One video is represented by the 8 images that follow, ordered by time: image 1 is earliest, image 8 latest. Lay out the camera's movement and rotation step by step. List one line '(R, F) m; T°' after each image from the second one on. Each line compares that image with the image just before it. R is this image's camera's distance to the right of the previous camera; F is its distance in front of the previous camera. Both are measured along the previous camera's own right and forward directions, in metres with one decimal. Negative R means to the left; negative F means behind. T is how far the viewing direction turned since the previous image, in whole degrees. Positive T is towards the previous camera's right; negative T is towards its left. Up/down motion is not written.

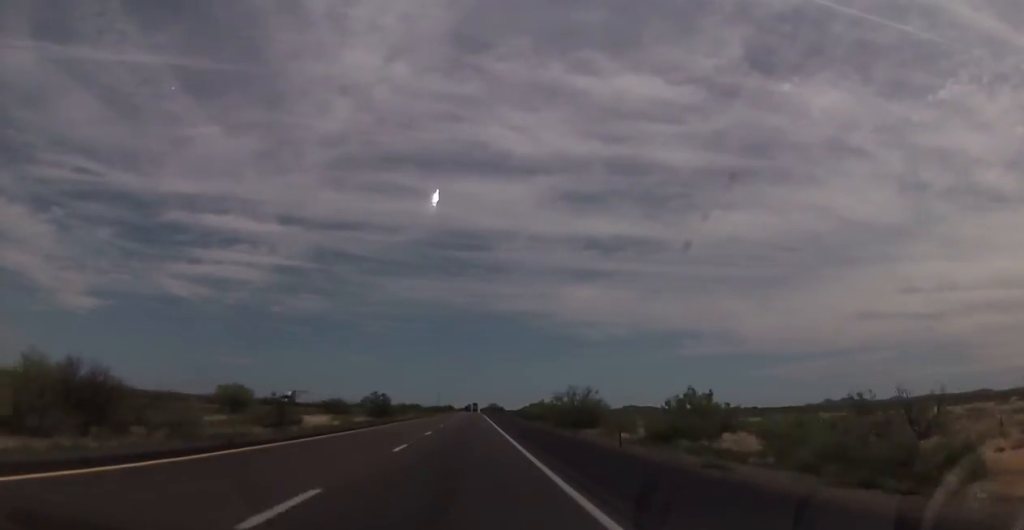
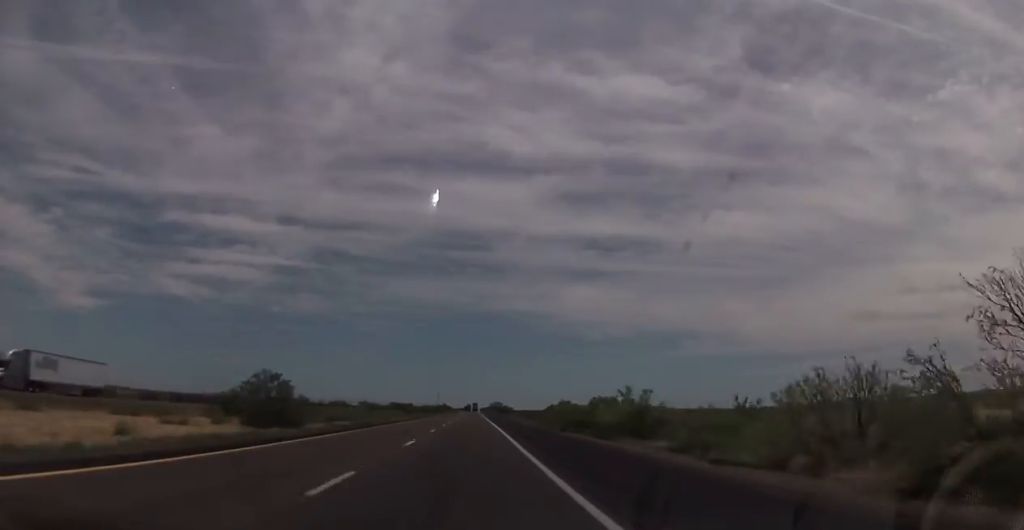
(+0.3, +56.0) m; 0°
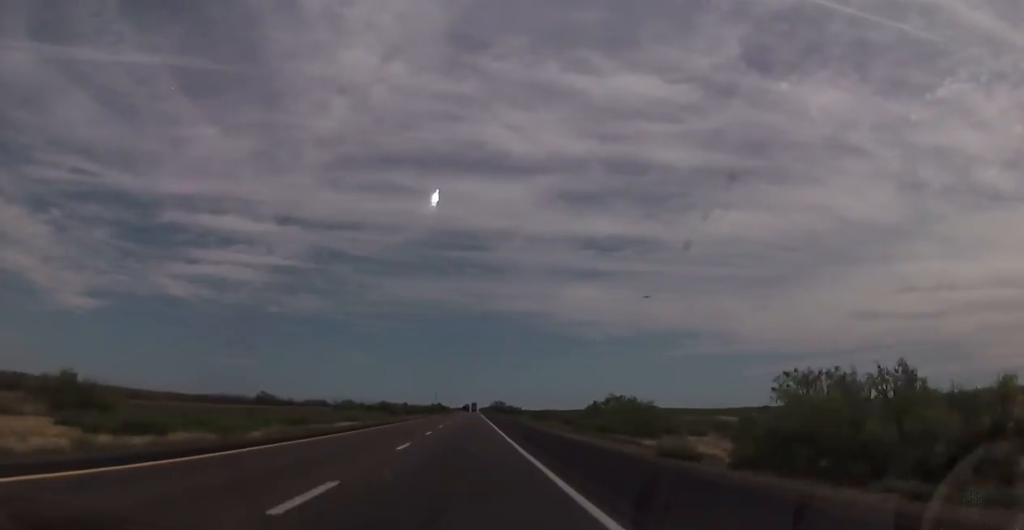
(-0.2, +42.1) m; 0°
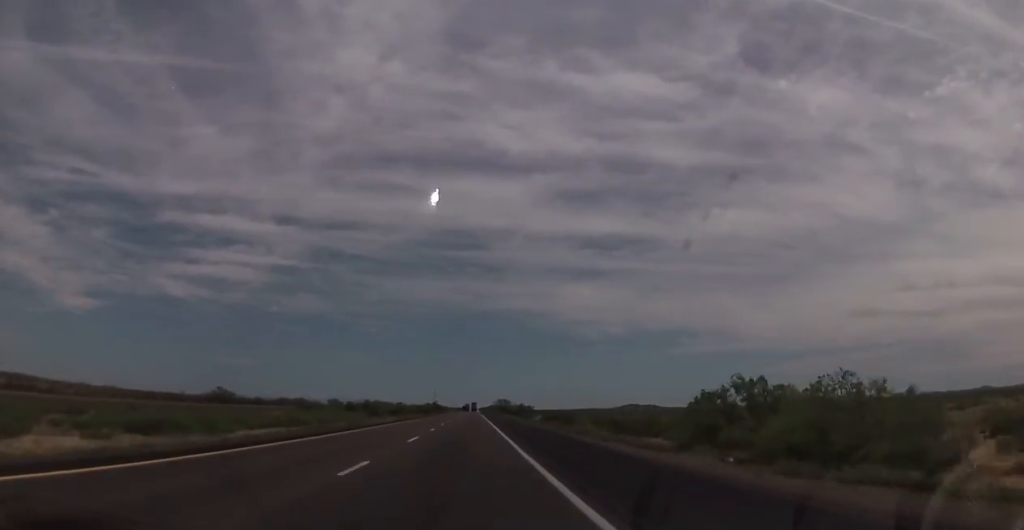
(0.0, +37.7) m; 0°
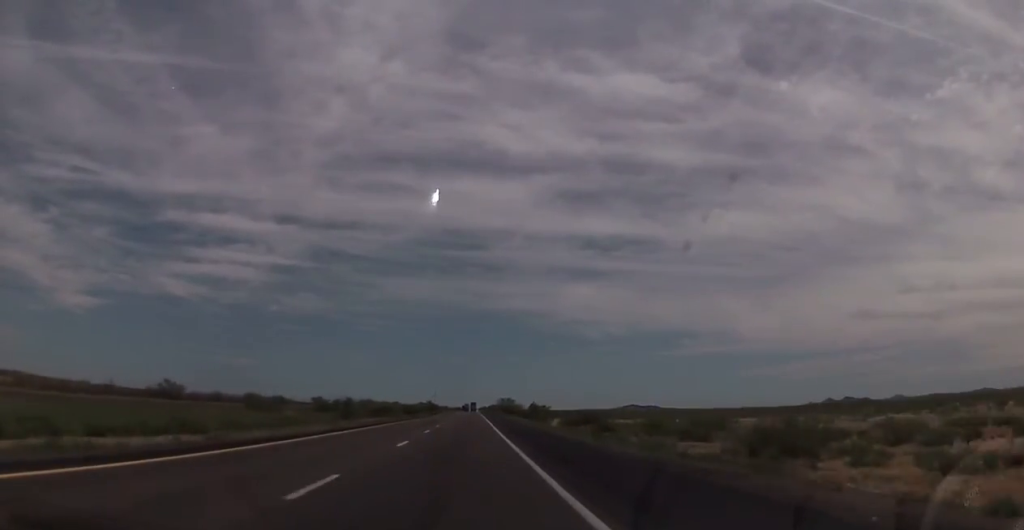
(+0.1, +30.7) m; 0°
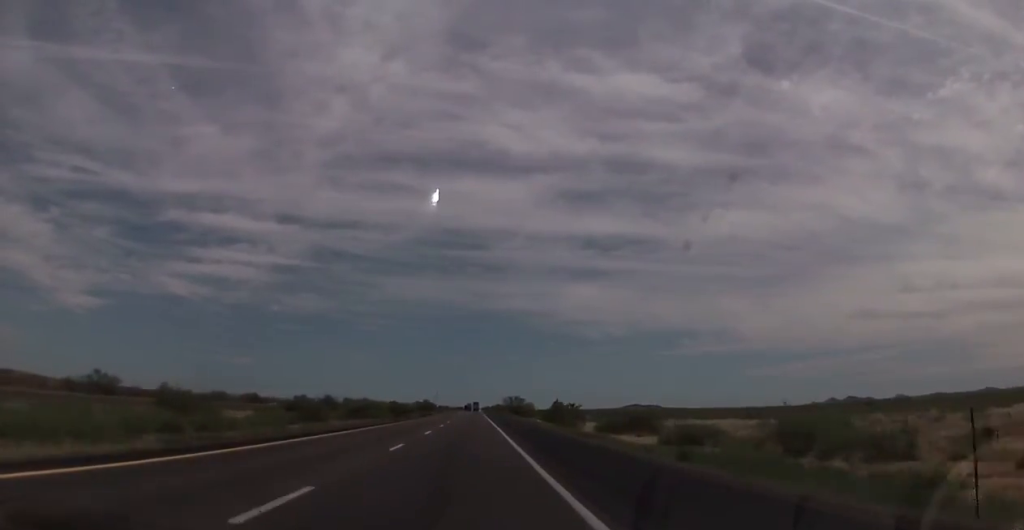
(+0.1, +28.2) m; 0°
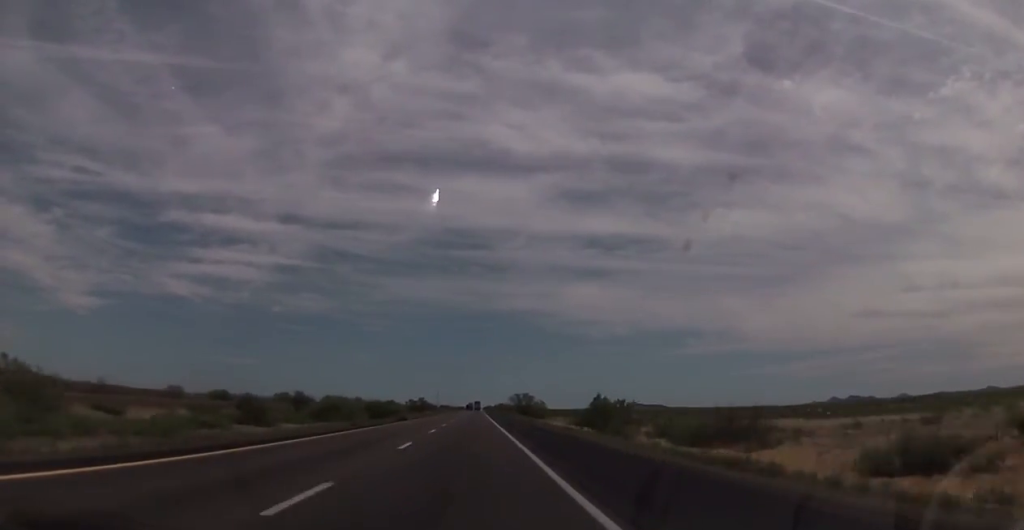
(0.0, +25.2) m; 0°
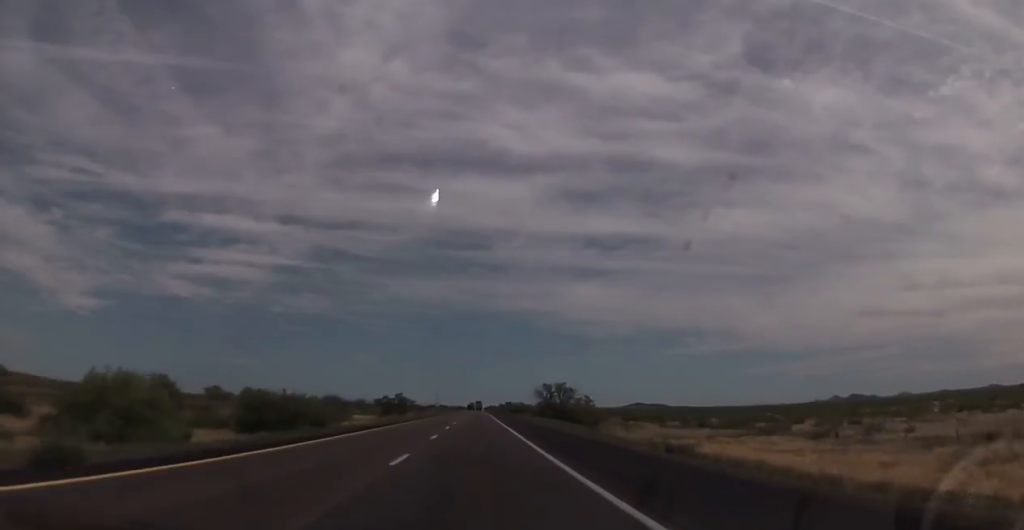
(-0.7, +55.5) m; -1°
